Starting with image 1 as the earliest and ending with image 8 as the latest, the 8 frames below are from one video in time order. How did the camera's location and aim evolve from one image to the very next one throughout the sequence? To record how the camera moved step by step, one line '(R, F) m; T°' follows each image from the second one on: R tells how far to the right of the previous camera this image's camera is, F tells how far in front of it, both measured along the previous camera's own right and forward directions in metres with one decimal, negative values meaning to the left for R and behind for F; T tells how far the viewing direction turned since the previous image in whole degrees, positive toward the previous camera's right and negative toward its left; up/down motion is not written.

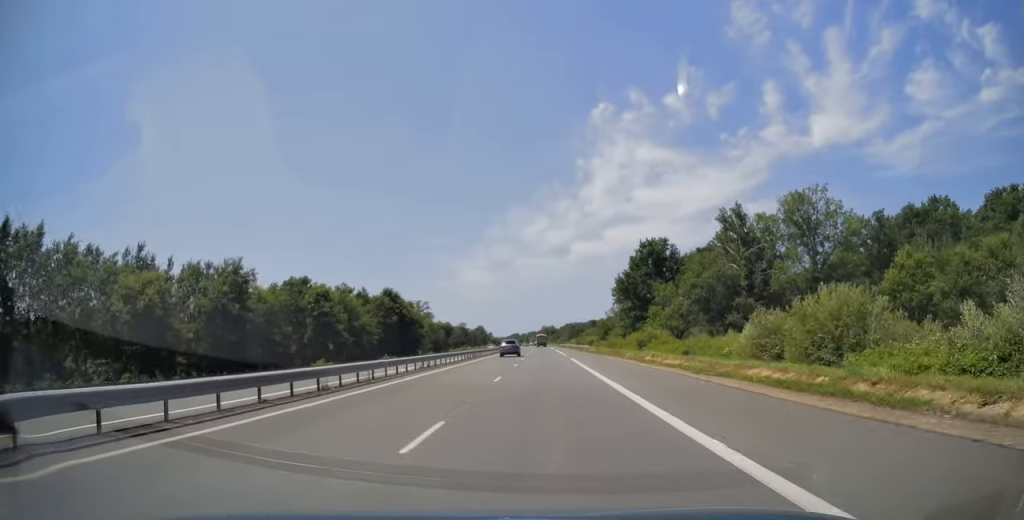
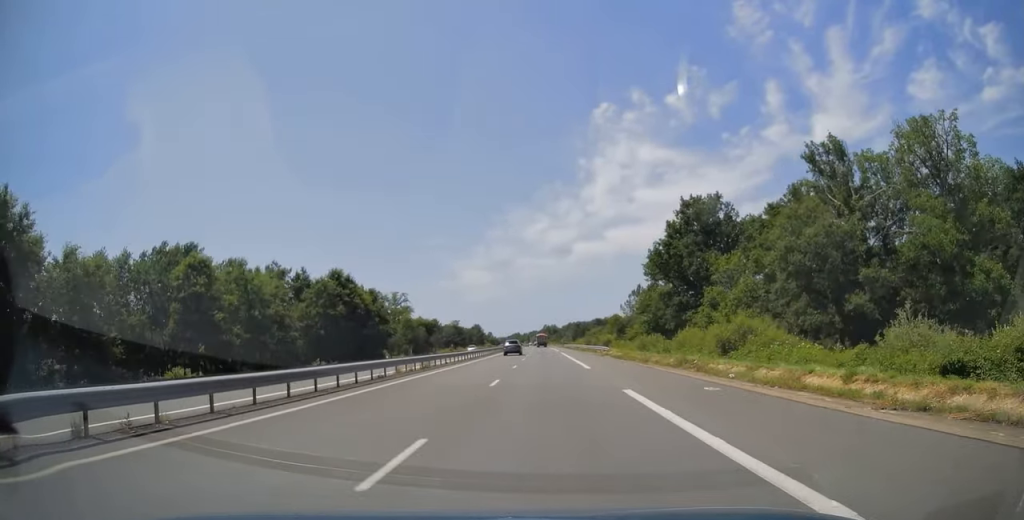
(-0.1, +28.1) m; 0°
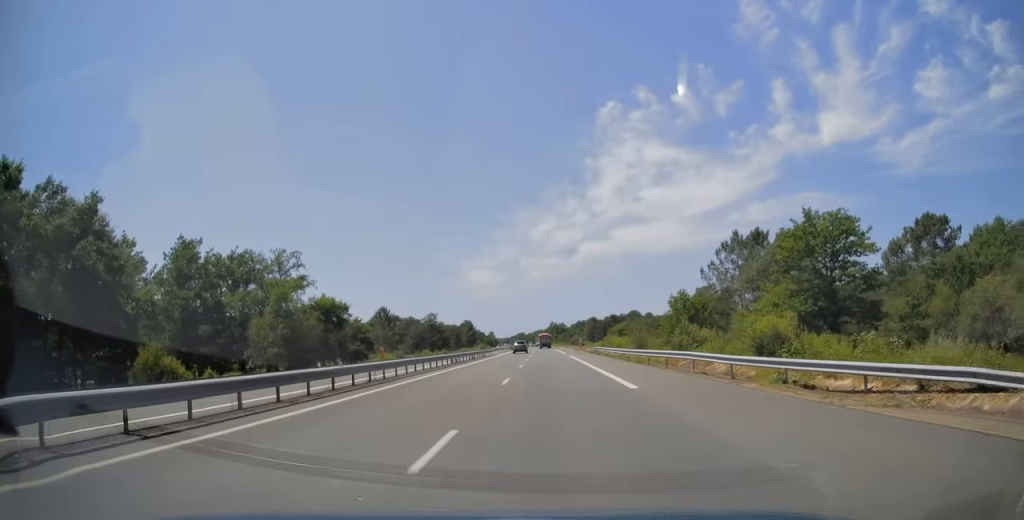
(0.0, +64.7) m; 0°
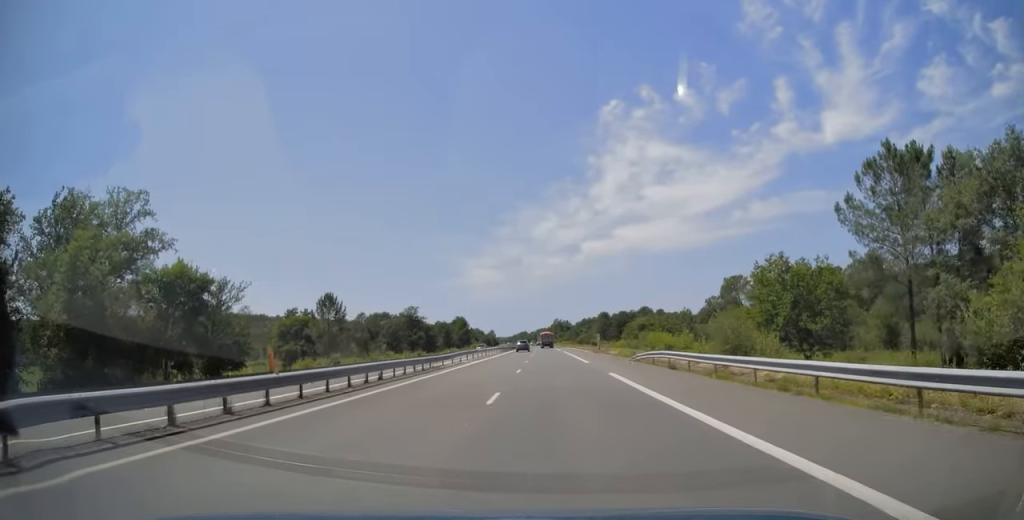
(0.0, +32.7) m; 0°
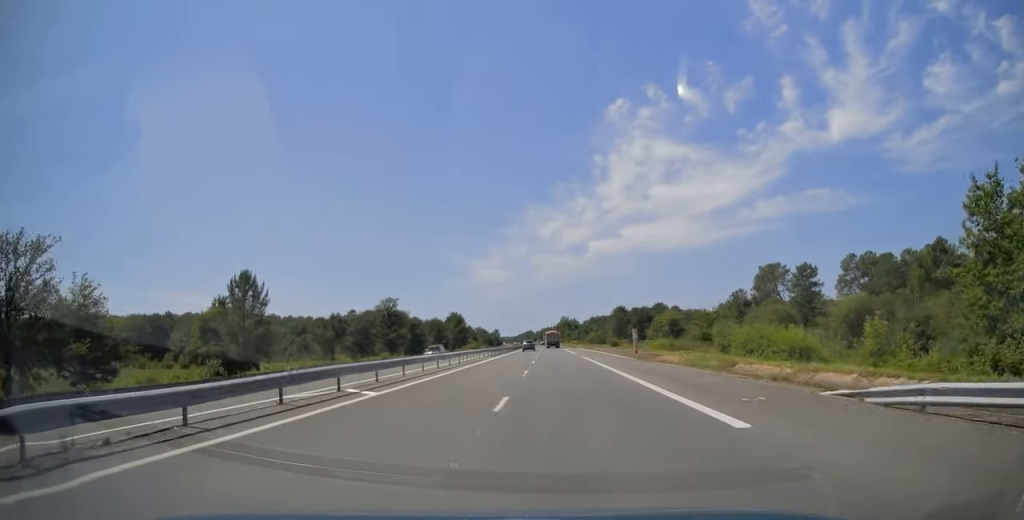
(0.0, +27.8) m; -1°
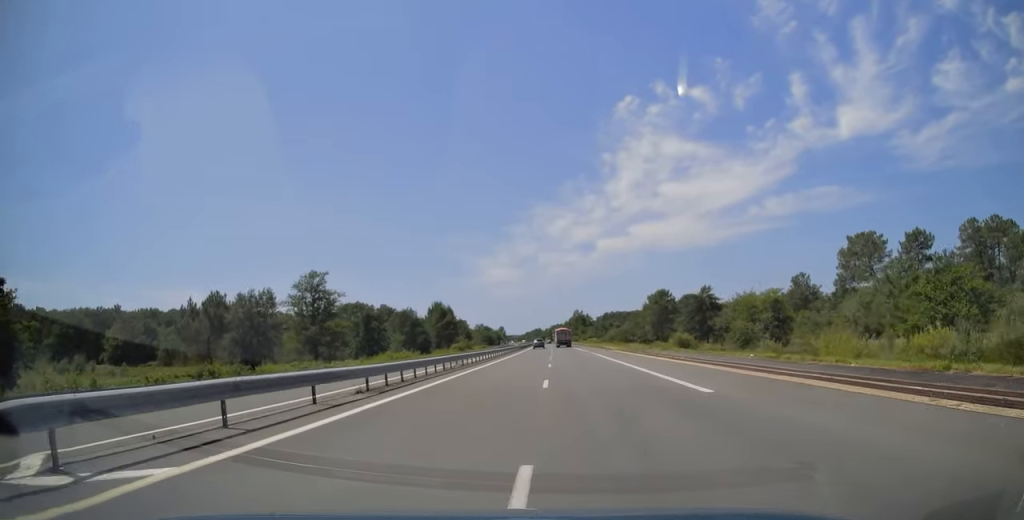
(-0.5, +47.8) m; -1°
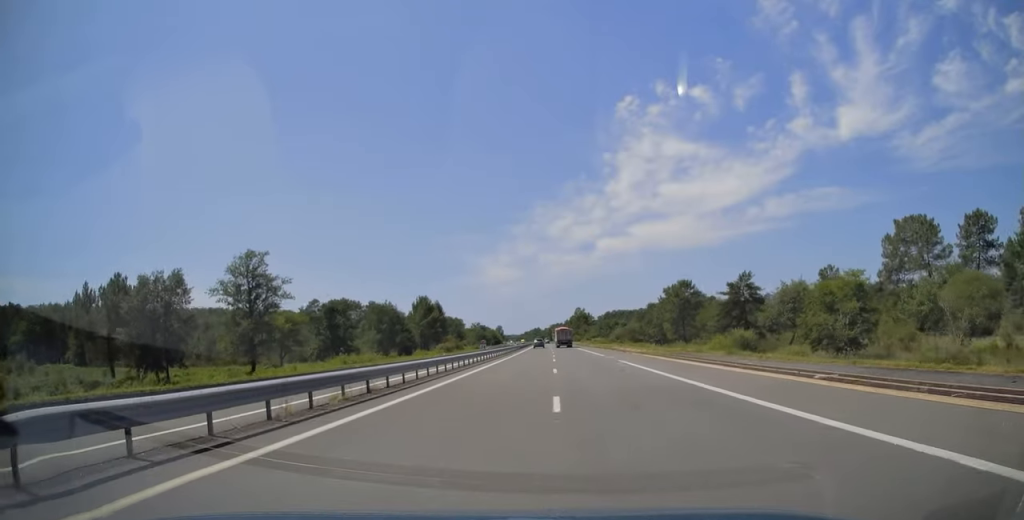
(0.0, +18.8) m; 0°
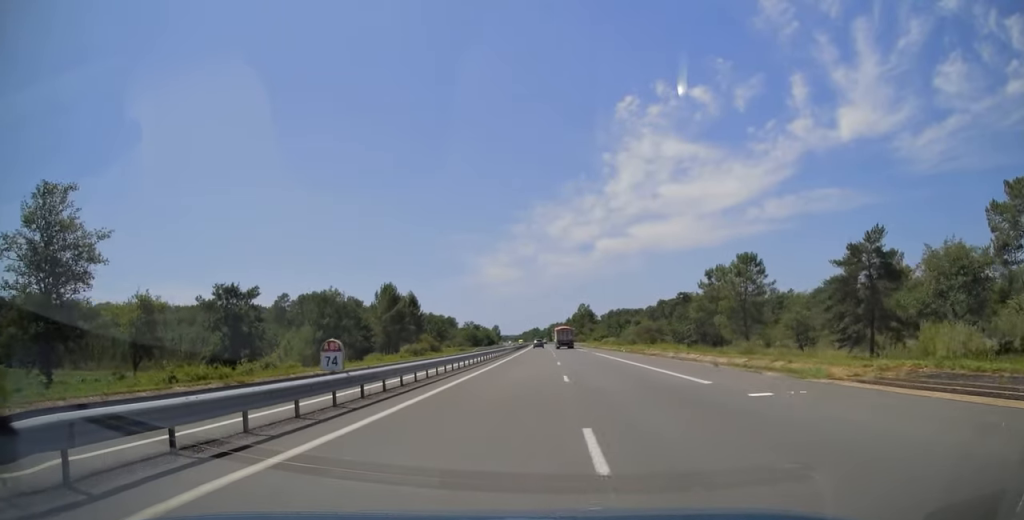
(-0.3, +31.4) m; 0°
